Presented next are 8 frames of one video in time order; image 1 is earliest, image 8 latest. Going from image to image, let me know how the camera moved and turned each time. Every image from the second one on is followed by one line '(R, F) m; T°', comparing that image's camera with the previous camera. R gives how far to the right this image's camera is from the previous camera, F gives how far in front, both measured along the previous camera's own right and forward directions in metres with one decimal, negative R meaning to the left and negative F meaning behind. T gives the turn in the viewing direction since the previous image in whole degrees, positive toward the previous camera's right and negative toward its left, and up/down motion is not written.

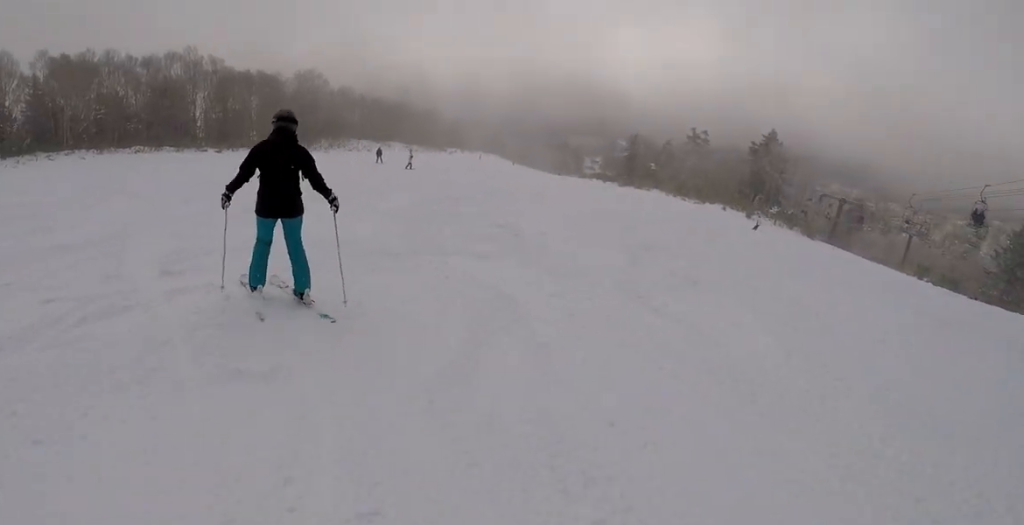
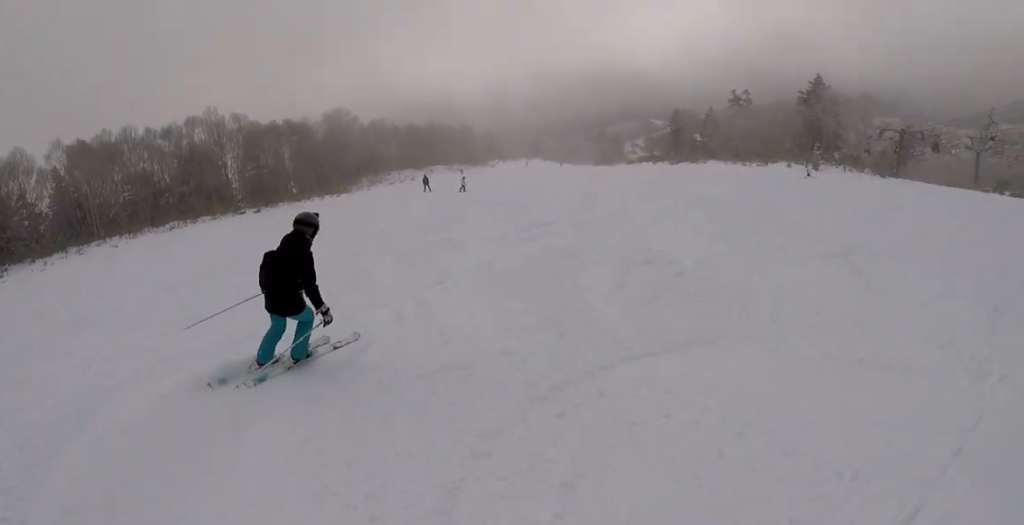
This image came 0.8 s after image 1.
(-0.5, +4.3) m; +11°
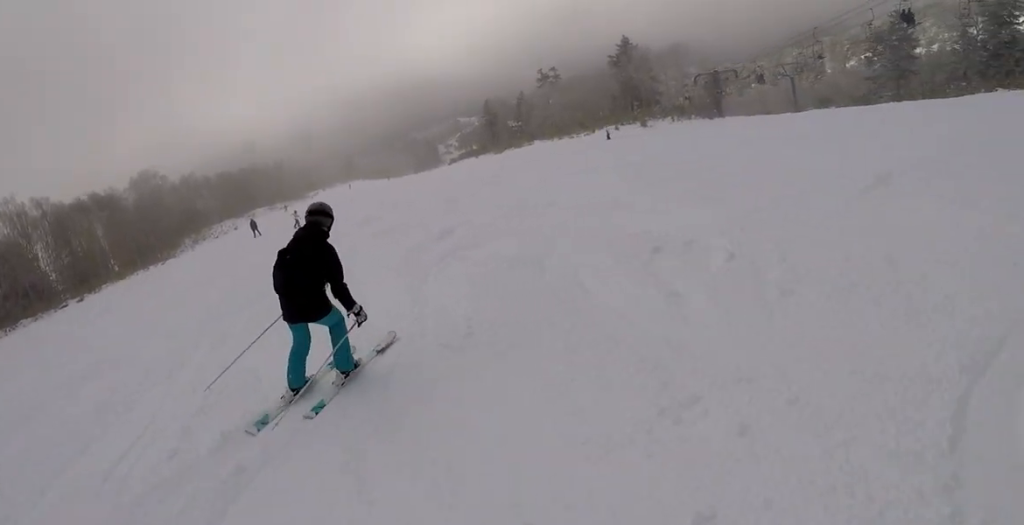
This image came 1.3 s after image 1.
(+0.5, +3.3) m; +6°
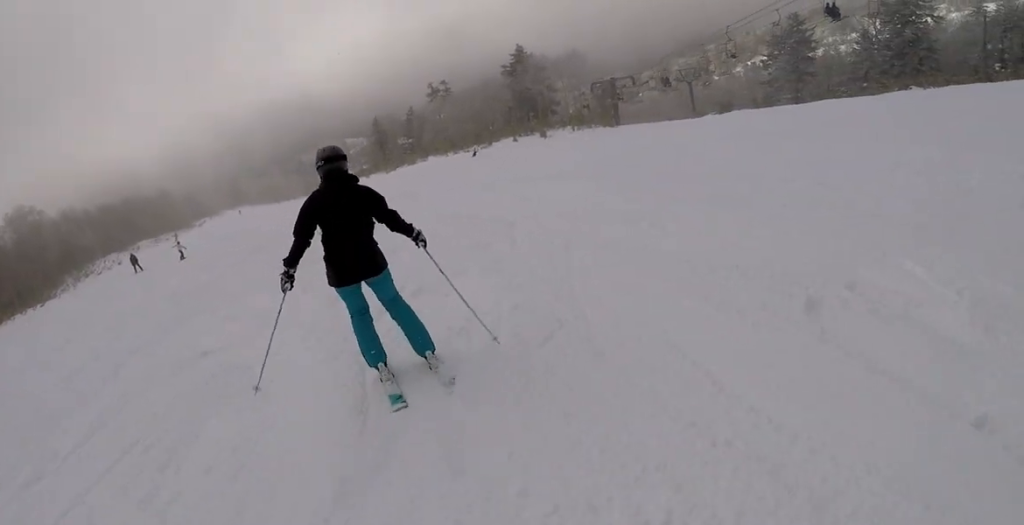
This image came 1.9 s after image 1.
(+0.9, +3.3) m; +4°
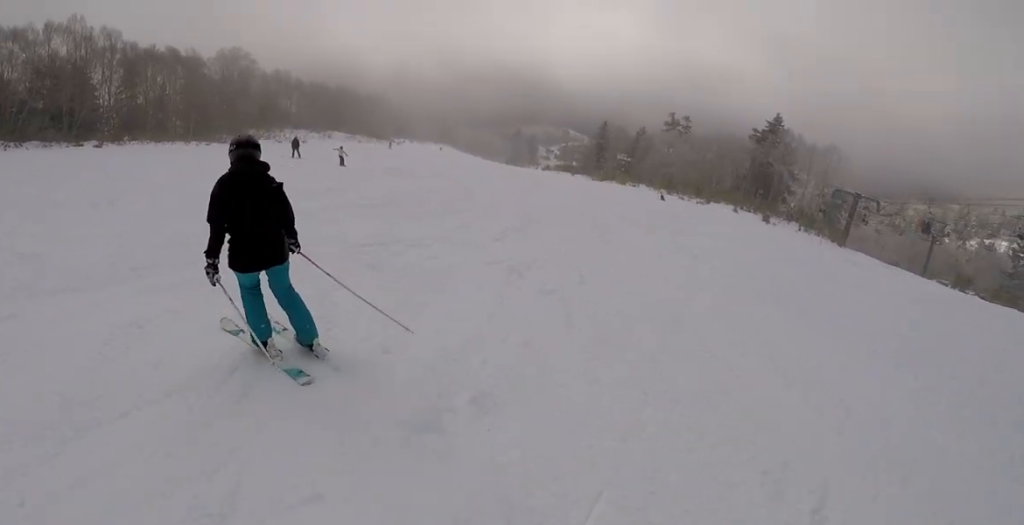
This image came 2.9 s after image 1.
(-1.0, +6.0) m; -20°
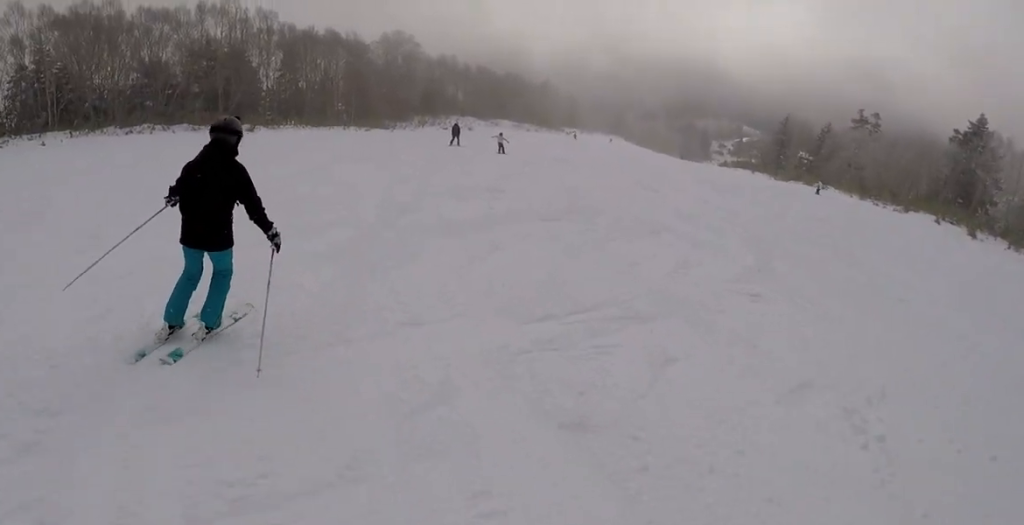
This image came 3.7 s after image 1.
(-0.9, +4.8) m; -1°
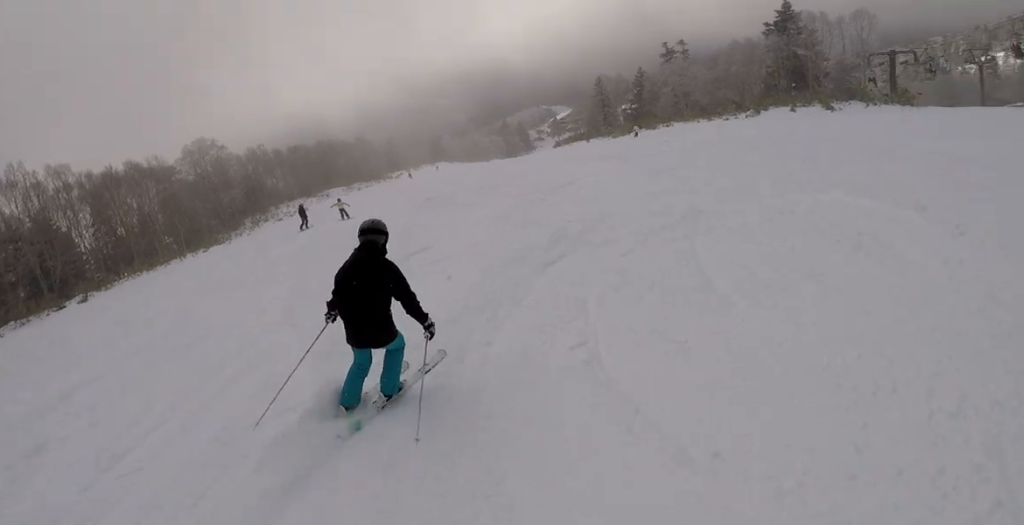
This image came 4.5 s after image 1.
(+0.3, +4.8) m; +4°
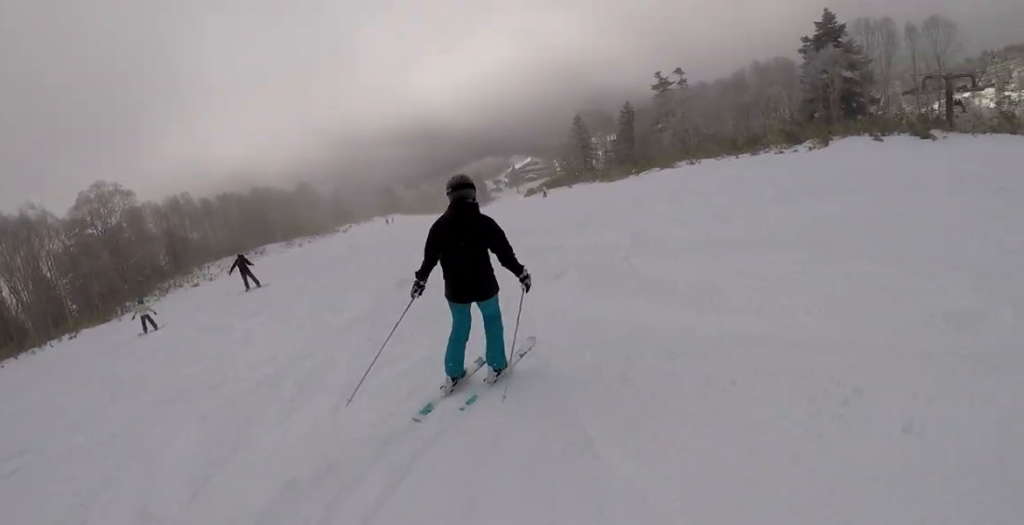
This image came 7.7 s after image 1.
(+0.2, +18.2) m; +15°
